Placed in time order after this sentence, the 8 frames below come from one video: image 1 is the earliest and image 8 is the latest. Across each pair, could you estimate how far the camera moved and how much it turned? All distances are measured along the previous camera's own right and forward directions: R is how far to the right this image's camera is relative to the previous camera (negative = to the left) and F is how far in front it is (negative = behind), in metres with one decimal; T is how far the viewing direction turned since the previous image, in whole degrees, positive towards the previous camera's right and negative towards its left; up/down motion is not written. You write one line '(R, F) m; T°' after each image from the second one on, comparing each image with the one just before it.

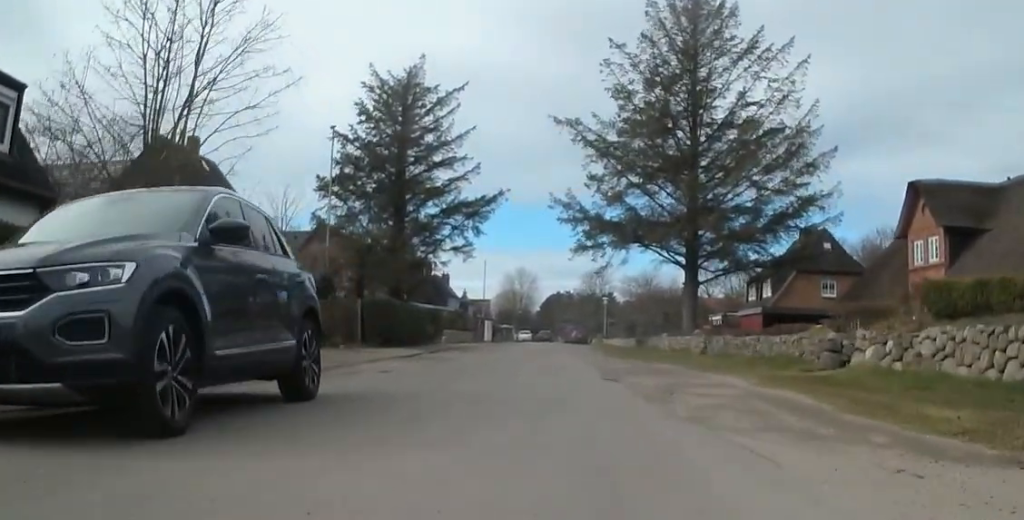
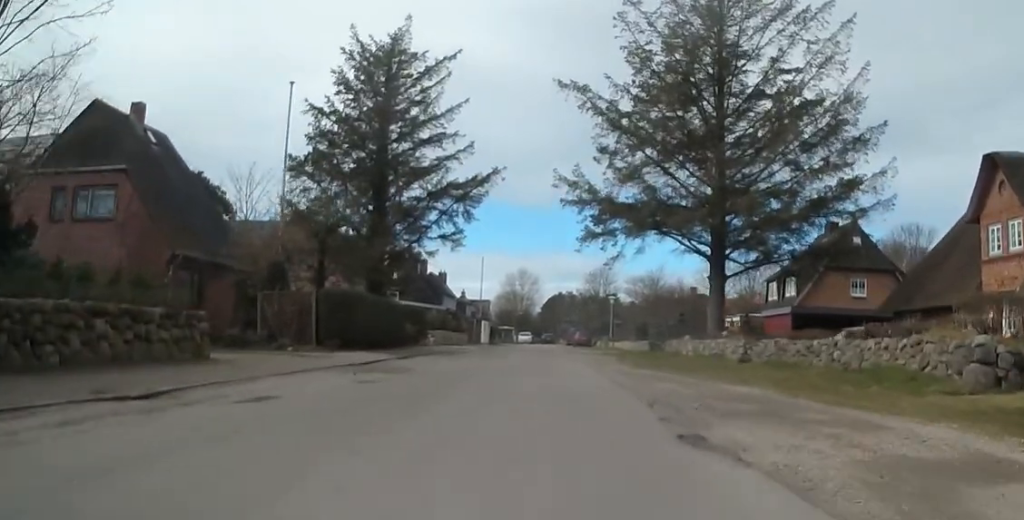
(-0.3, +5.3) m; 0°
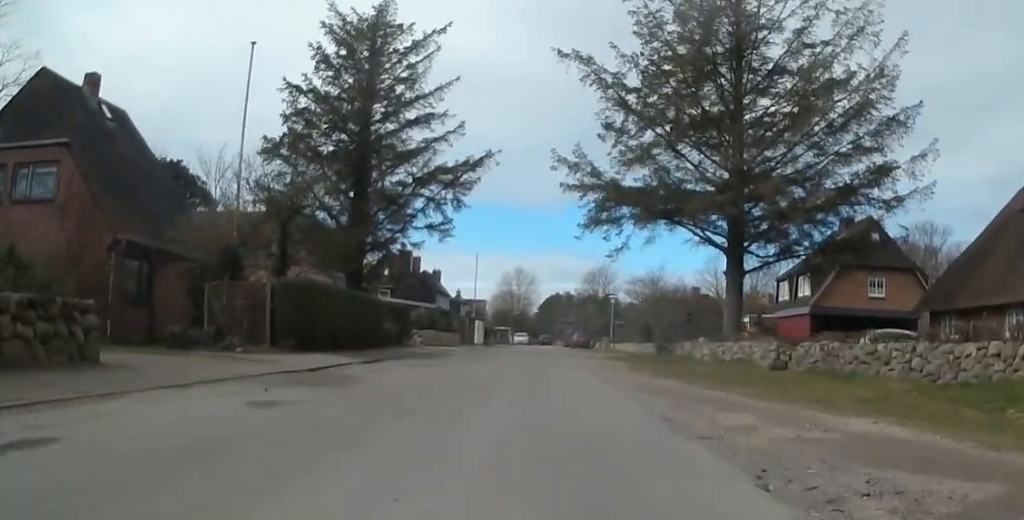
(+0.3, +3.3) m; -6°
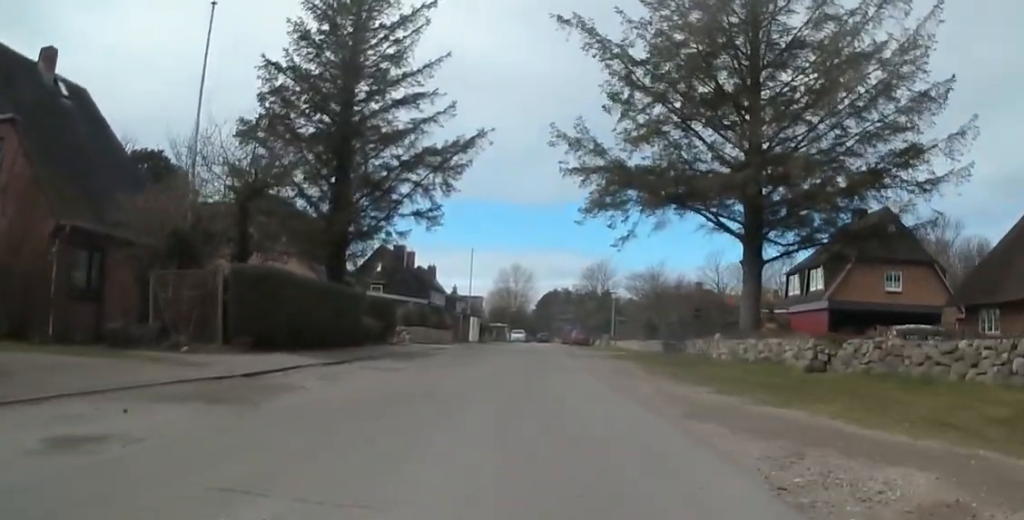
(-0.1, +2.7) m; -2°
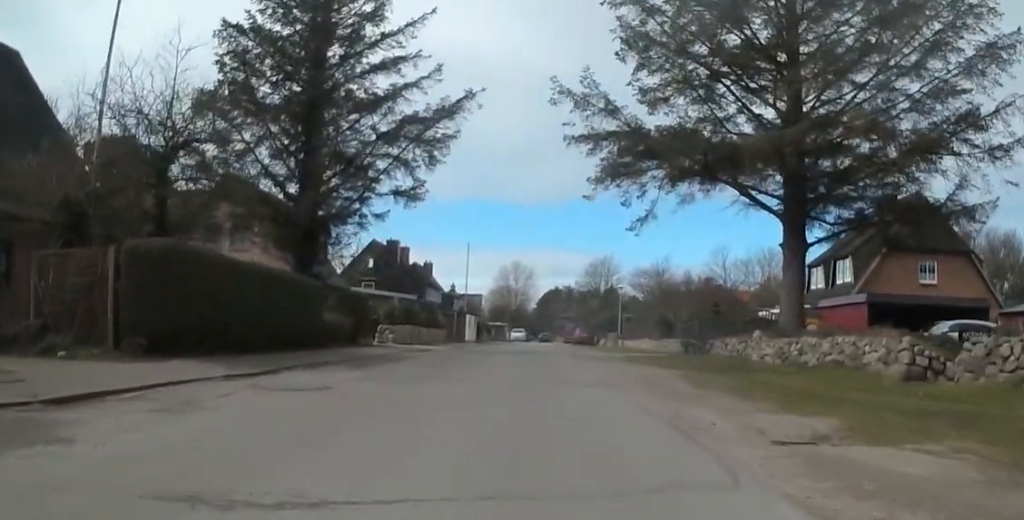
(-0.6, +4.4) m; +1°
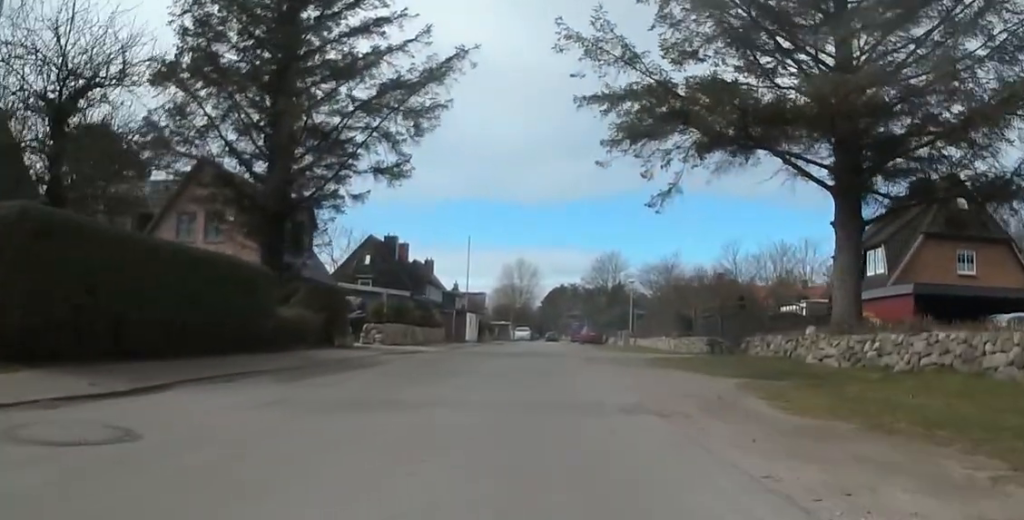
(+0.7, +3.6) m; +6°
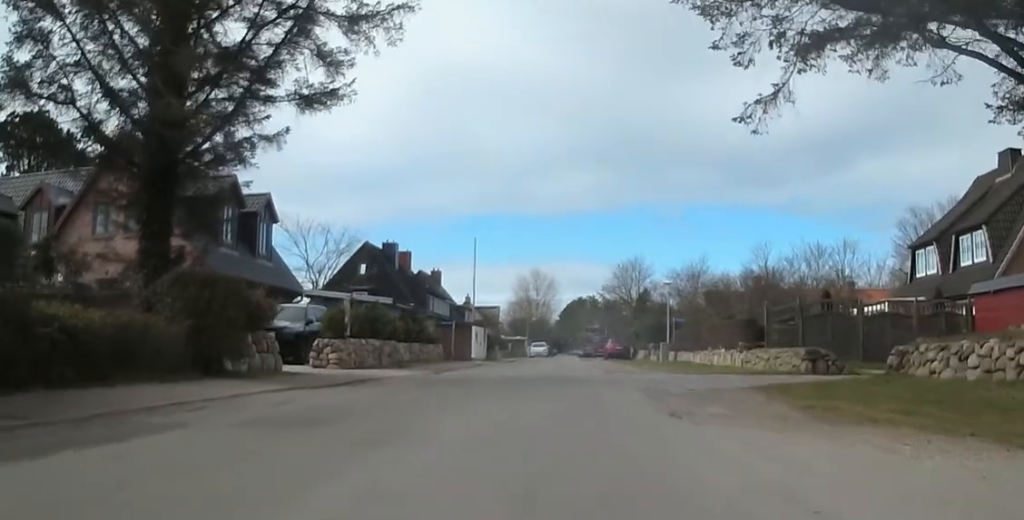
(-0.4, +8.6) m; -5°
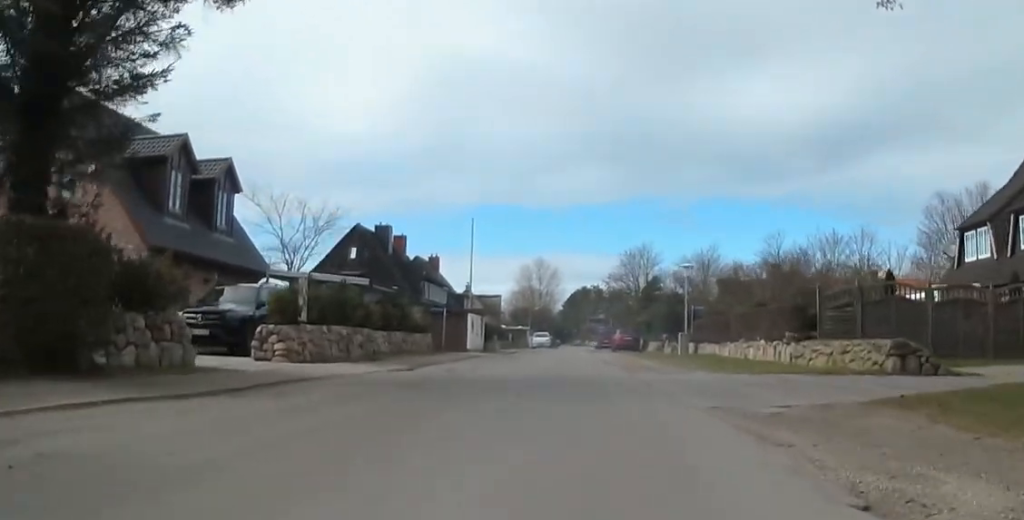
(-0.1, +4.7) m; -2°
